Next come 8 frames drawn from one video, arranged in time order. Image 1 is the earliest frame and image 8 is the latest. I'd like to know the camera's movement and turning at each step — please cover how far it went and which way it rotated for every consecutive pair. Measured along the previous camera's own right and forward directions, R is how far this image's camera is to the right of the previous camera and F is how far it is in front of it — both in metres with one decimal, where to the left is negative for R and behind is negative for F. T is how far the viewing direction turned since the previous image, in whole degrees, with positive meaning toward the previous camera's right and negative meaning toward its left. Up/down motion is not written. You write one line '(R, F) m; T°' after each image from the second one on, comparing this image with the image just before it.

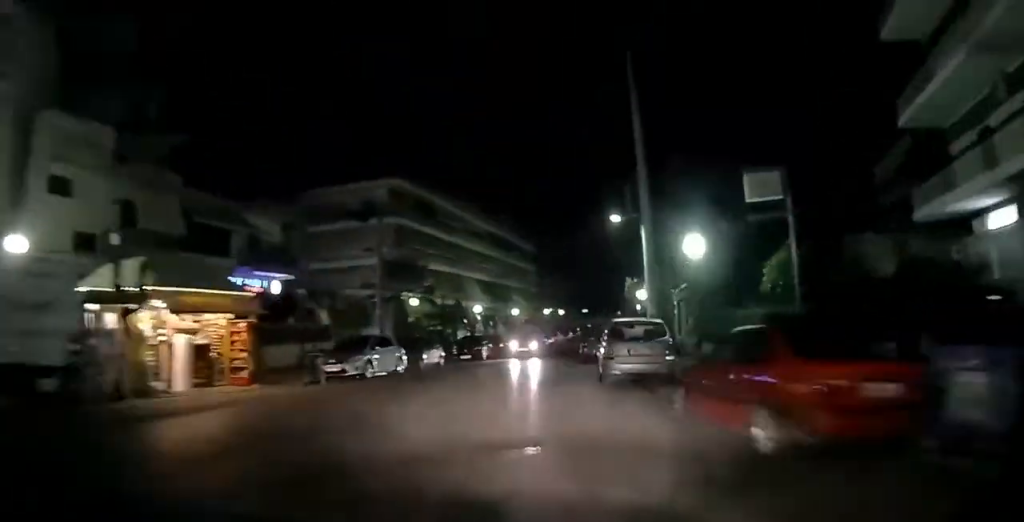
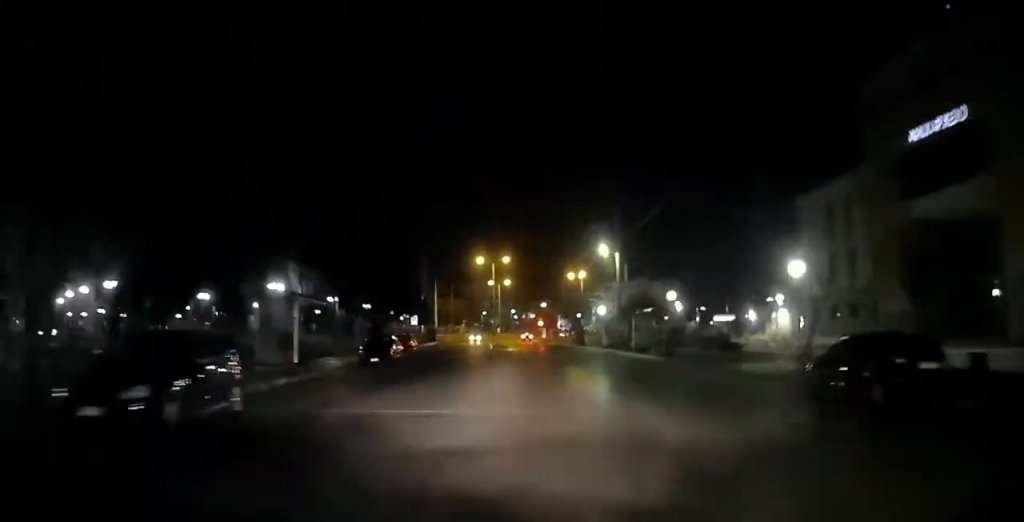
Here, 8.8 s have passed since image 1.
(+18.8, +97.0) m; +16°
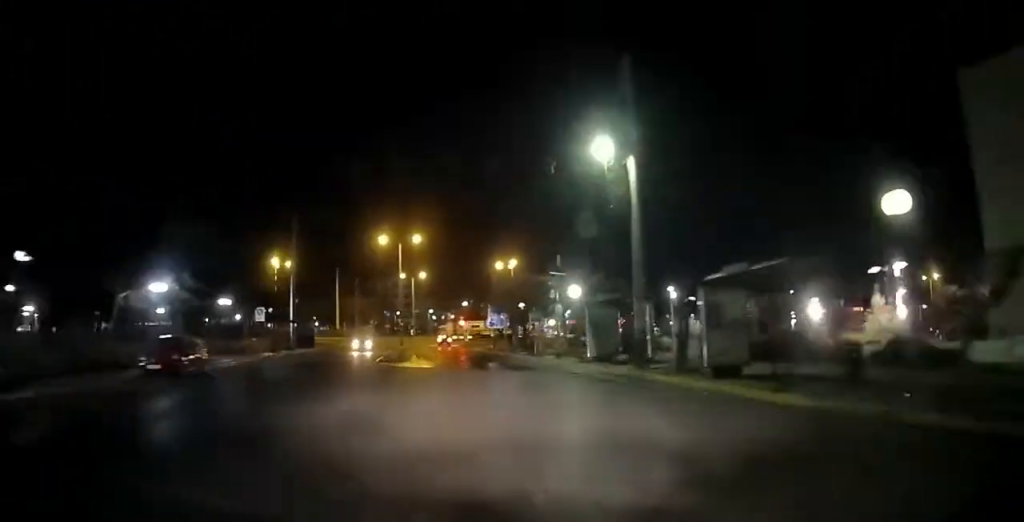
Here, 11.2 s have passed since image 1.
(+0.9, +23.8) m; +2°
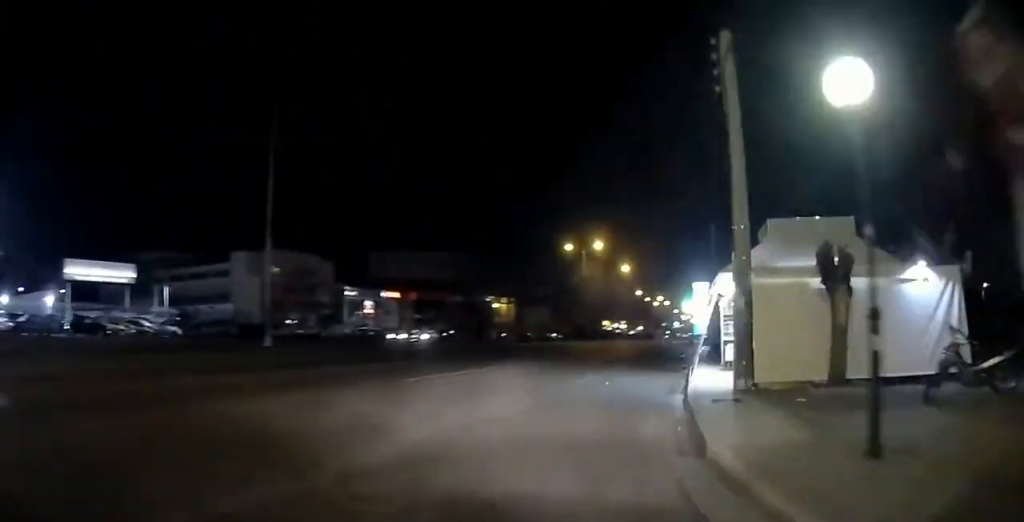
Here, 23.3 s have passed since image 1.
(+49.2, +83.7) m; +75°
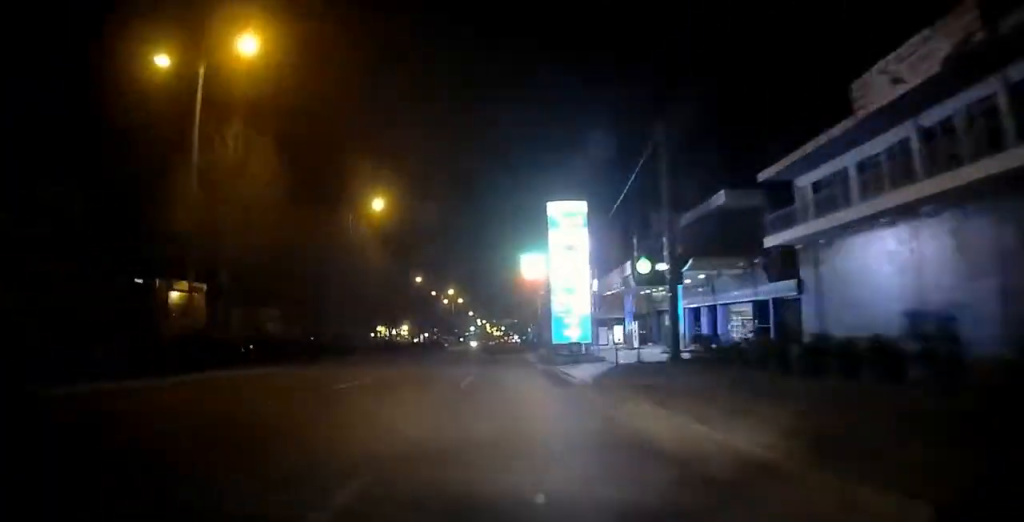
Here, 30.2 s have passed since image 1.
(+19.2, +80.5) m; +14°
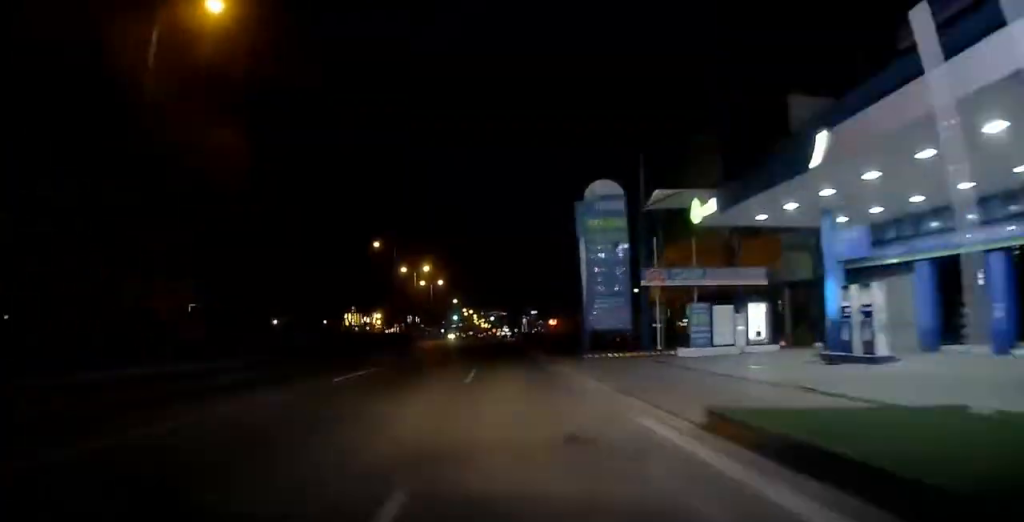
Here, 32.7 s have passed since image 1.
(+0.2, +36.0) m; 0°
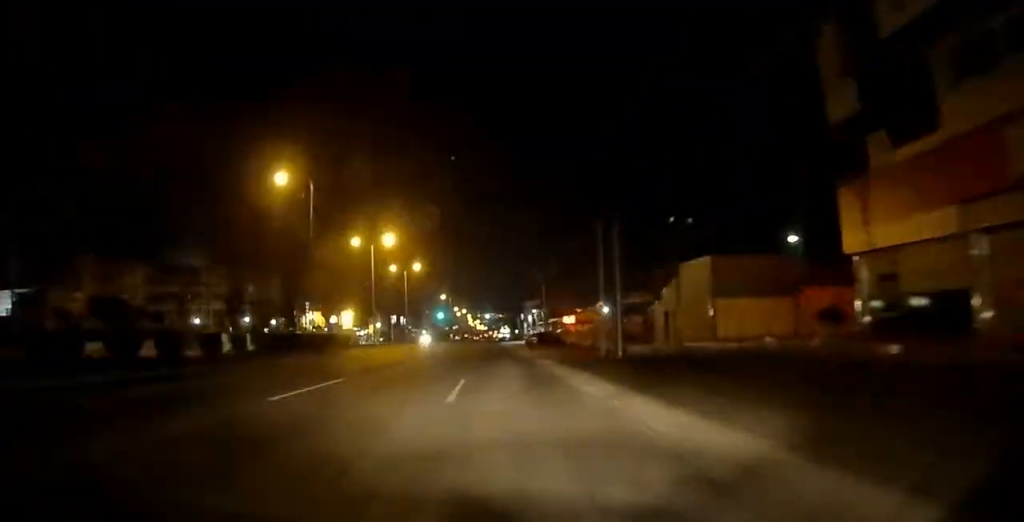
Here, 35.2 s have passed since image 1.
(+0.1, +40.4) m; 0°
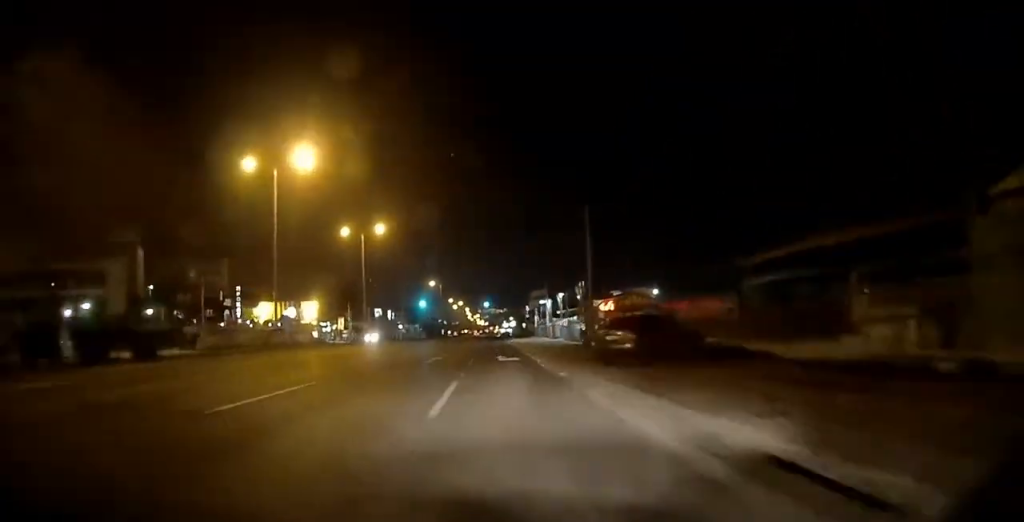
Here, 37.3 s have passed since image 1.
(+0.1, +36.2) m; 0°
